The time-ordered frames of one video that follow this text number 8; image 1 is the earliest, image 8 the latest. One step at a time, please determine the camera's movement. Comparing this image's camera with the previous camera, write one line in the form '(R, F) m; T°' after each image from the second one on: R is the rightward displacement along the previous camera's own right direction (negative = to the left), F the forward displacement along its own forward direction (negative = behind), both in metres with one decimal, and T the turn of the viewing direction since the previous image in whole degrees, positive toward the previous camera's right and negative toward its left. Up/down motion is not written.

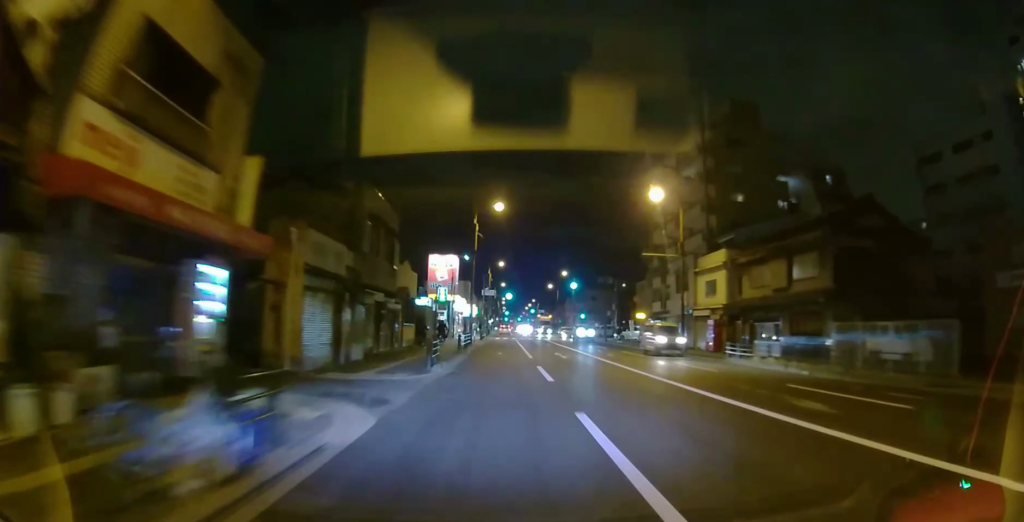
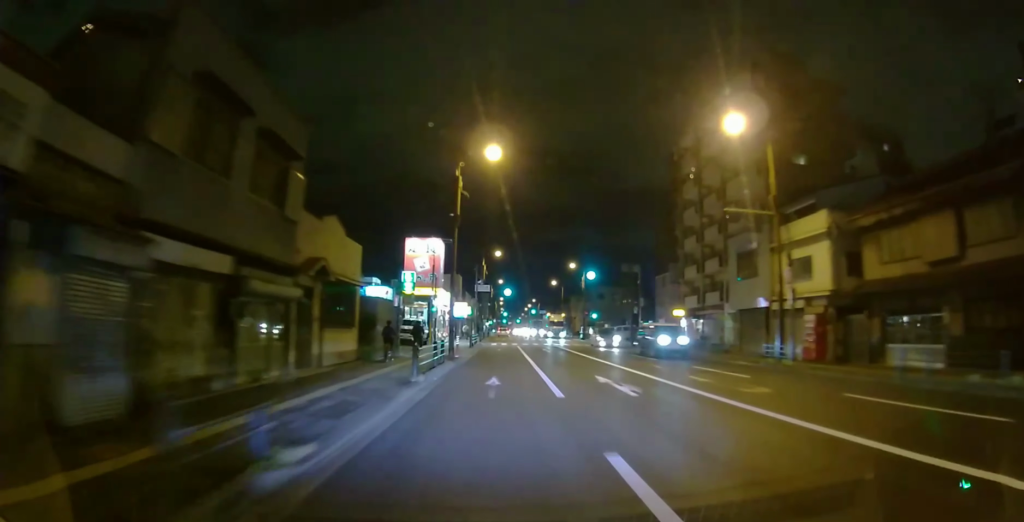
(0.0, +12.1) m; 0°
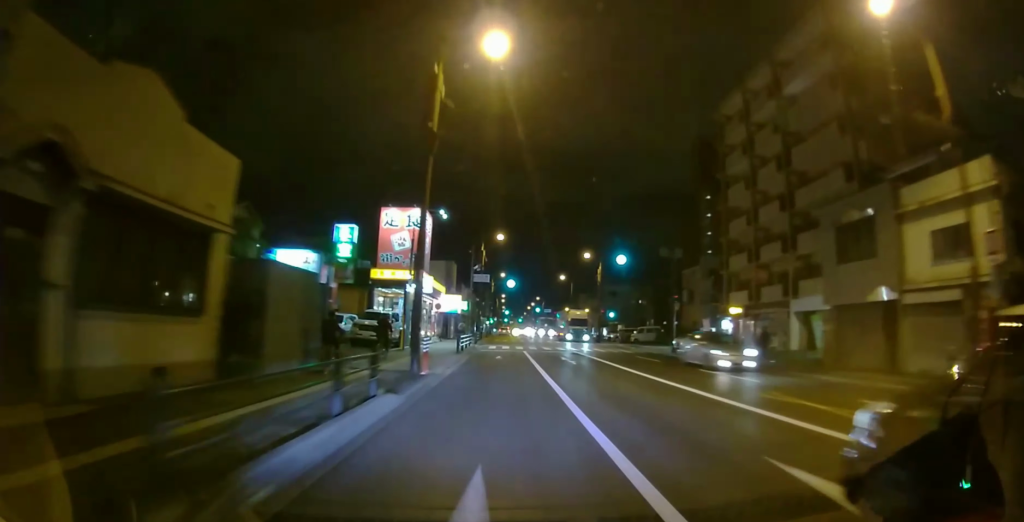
(0.0, +10.6) m; 0°
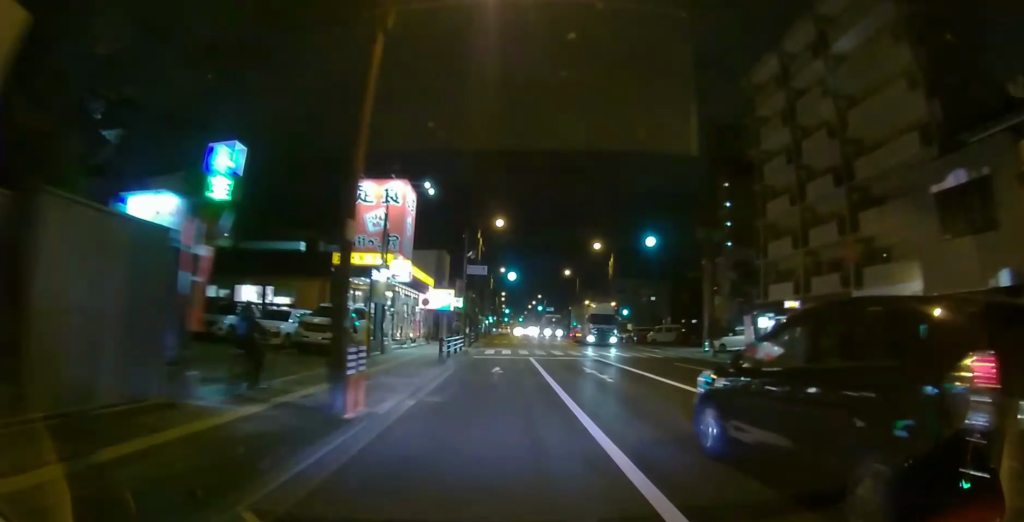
(0.0, +6.9) m; 0°
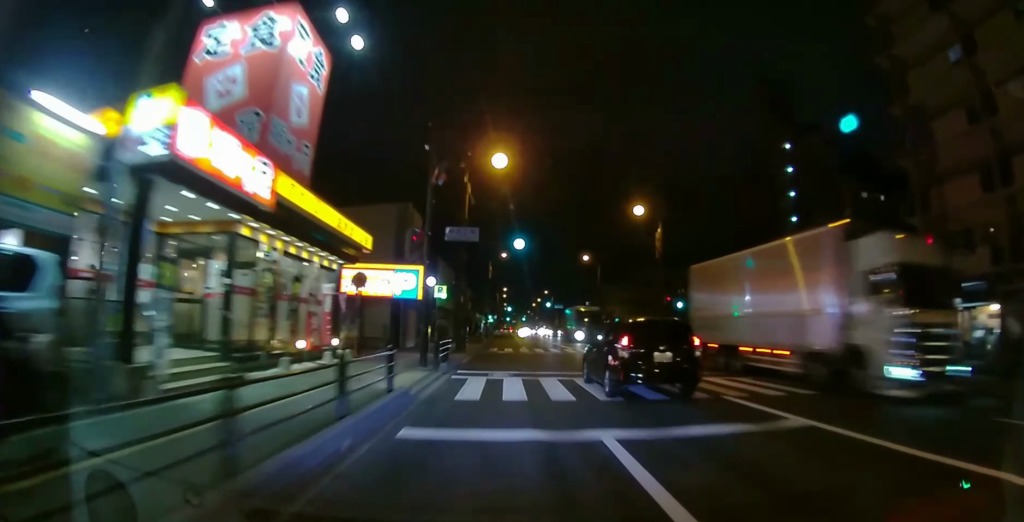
(0.0, +16.5) m; 0°
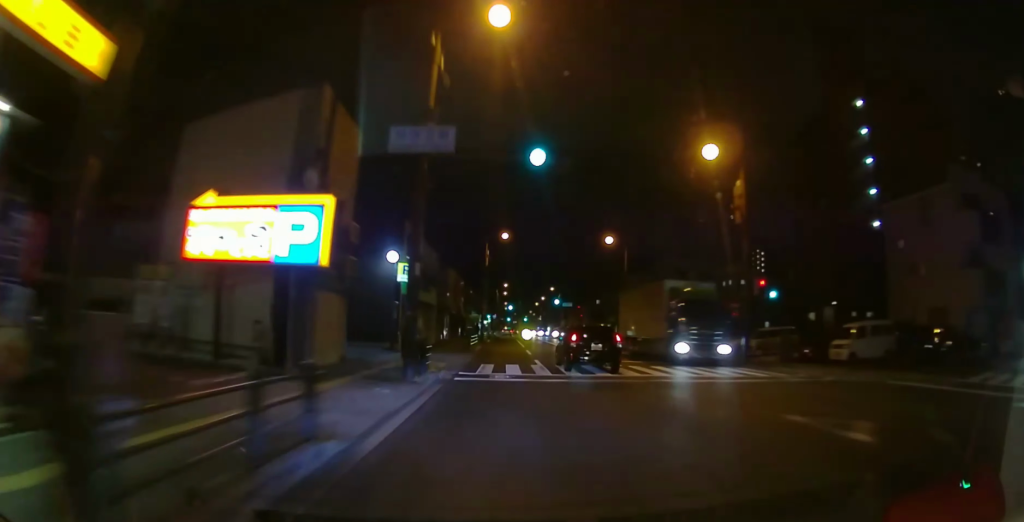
(0.0, +13.7) m; 0°
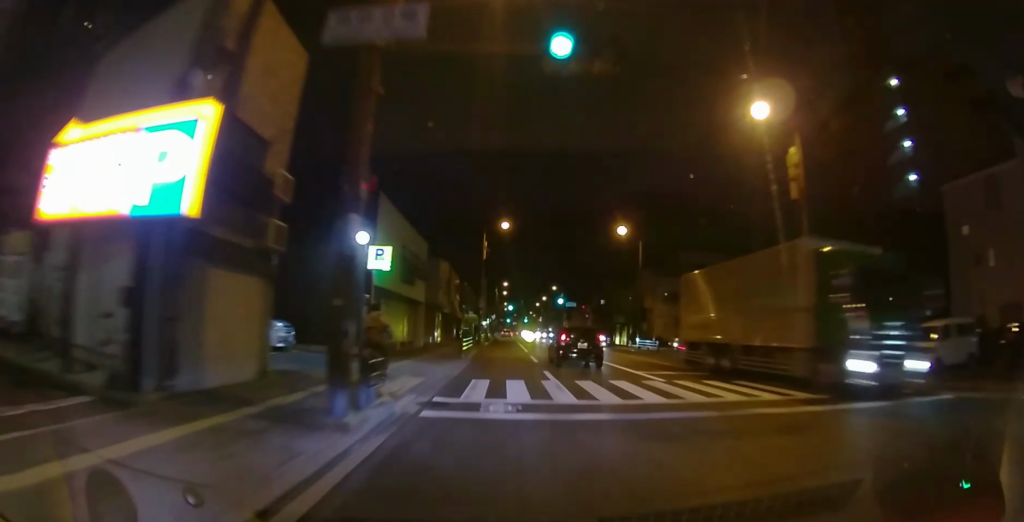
(0.0, +5.8) m; 0°
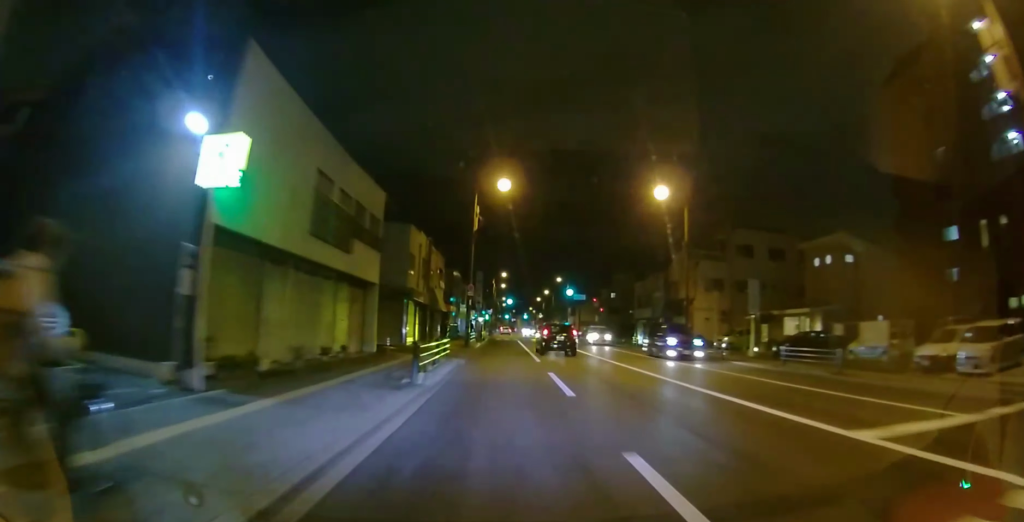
(0.0, +11.6) m; 0°
